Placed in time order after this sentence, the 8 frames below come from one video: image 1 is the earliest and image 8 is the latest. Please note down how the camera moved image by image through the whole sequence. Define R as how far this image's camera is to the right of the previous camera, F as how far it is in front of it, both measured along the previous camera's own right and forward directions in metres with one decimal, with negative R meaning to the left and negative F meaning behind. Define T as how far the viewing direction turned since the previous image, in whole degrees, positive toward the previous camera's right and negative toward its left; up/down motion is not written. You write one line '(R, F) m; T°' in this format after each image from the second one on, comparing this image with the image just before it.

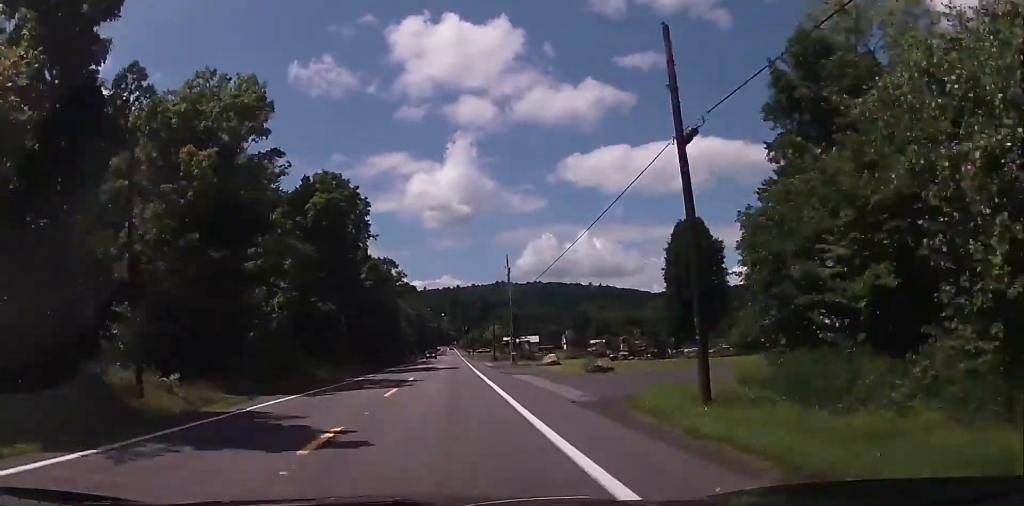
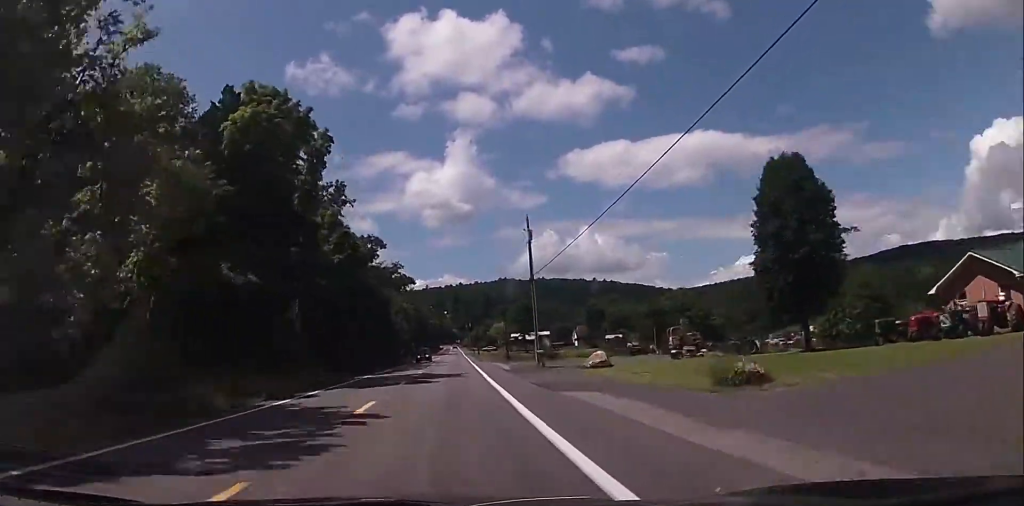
(+0.2, +18.4) m; +1°
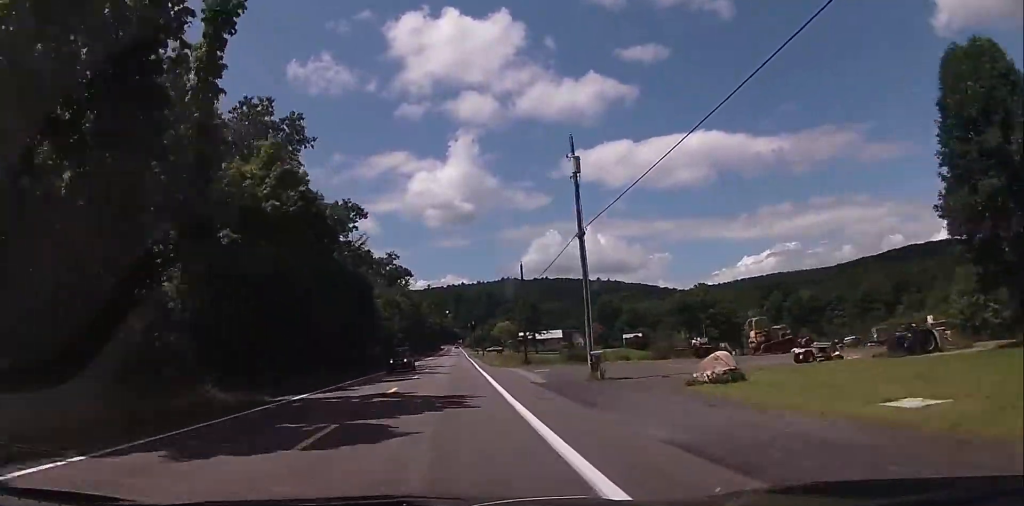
(+0.5, +18.3) m; +1°
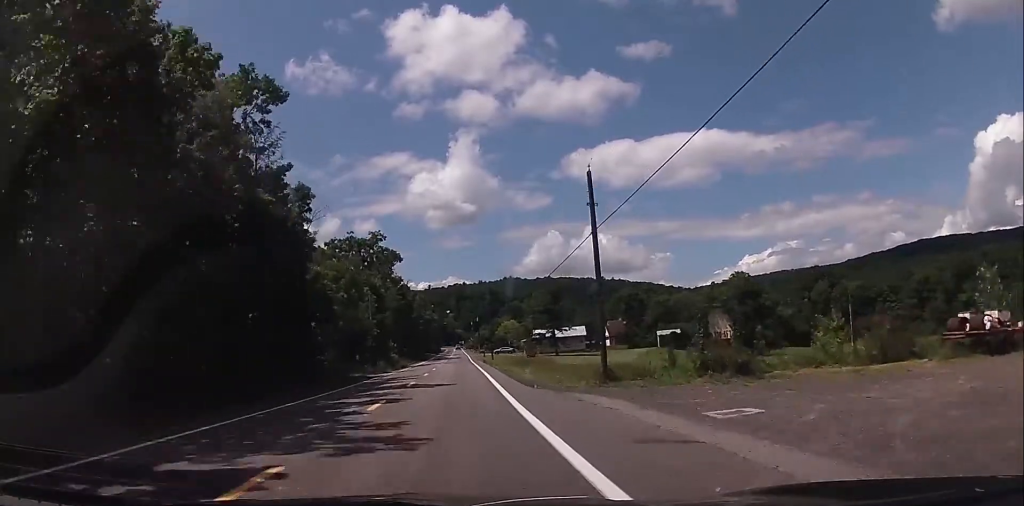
(-0.6, +29.3) m; -1°
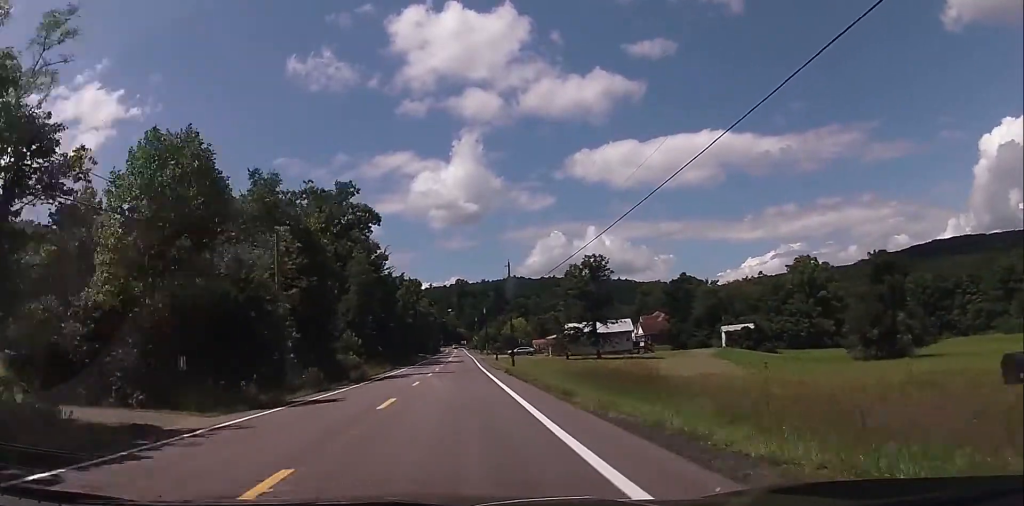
(-0.5, +35.8) m; -1°
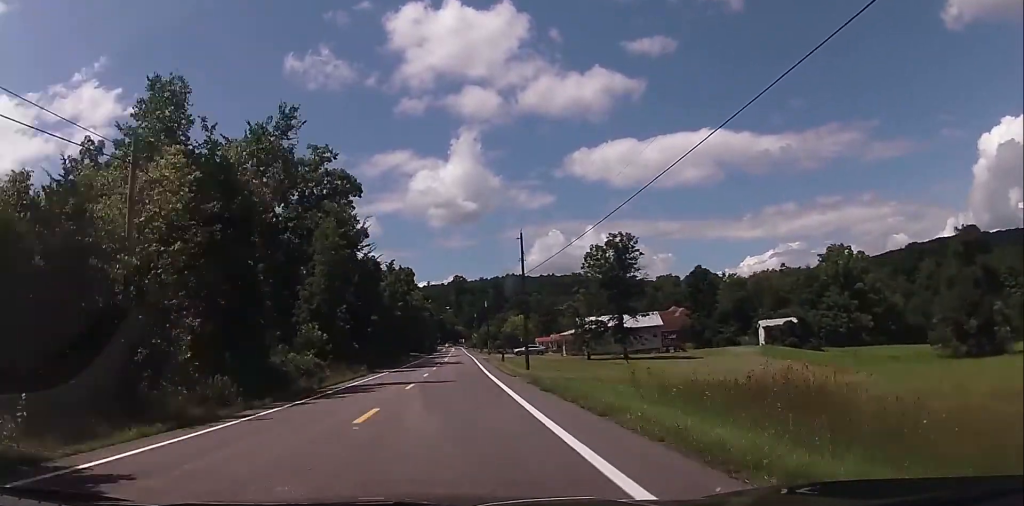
(-0.1, +15.3) m; 0°
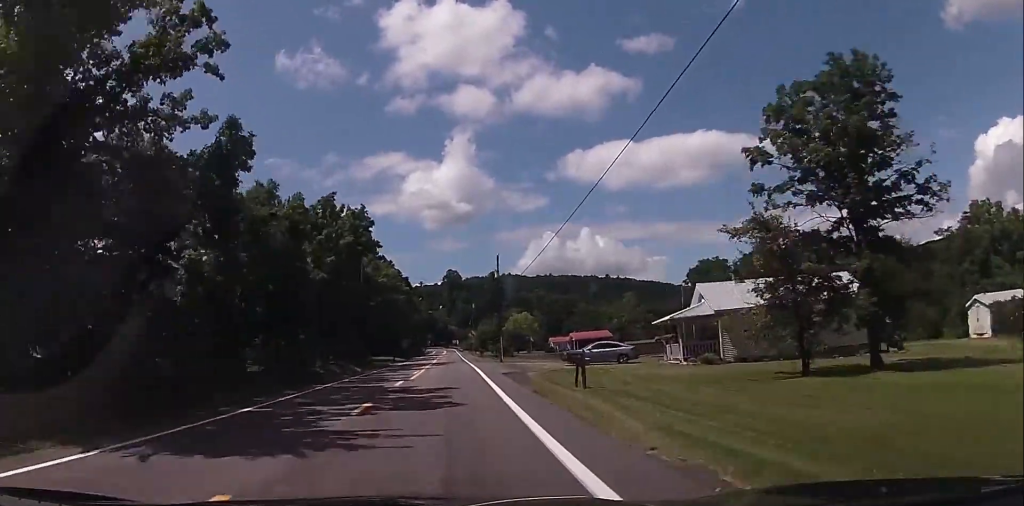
(+0.7, +46.8) m; +1°
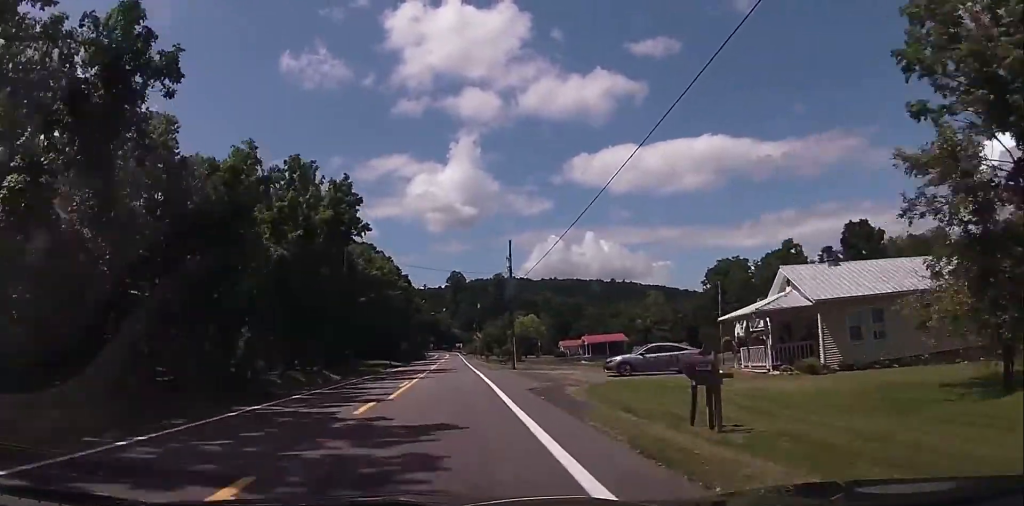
(0.0, +11.0) m; 0°
